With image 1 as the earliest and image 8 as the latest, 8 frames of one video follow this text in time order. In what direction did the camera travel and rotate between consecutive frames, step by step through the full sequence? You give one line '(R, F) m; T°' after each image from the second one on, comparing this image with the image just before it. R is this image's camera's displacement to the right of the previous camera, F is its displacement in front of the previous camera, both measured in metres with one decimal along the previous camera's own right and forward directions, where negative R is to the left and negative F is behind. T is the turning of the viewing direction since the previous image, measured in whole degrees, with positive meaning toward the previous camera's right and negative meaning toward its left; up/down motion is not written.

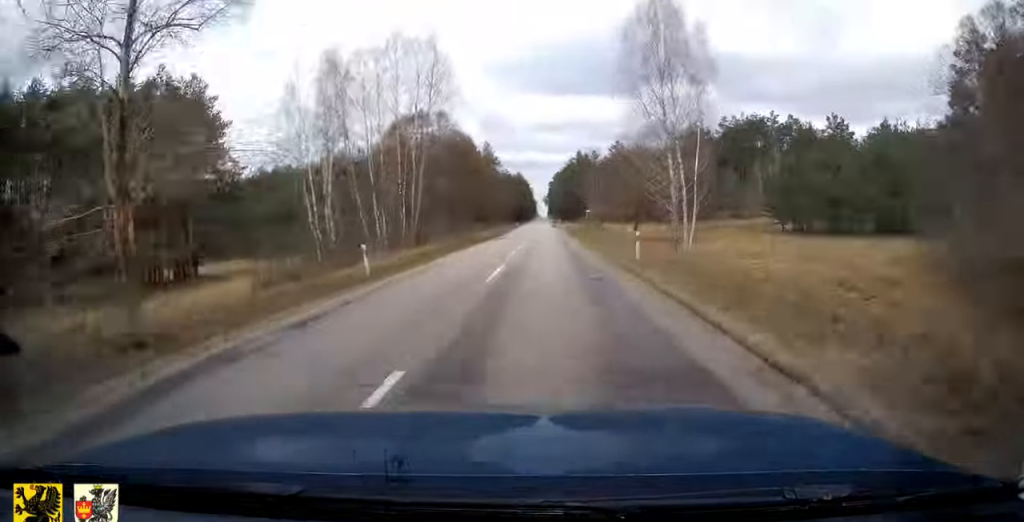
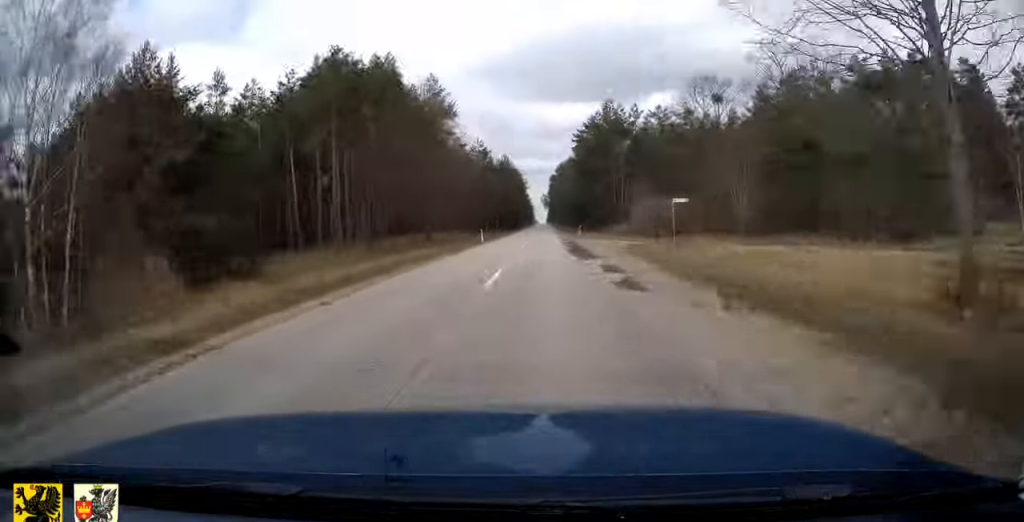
(0.0, +65.9) m; 0°
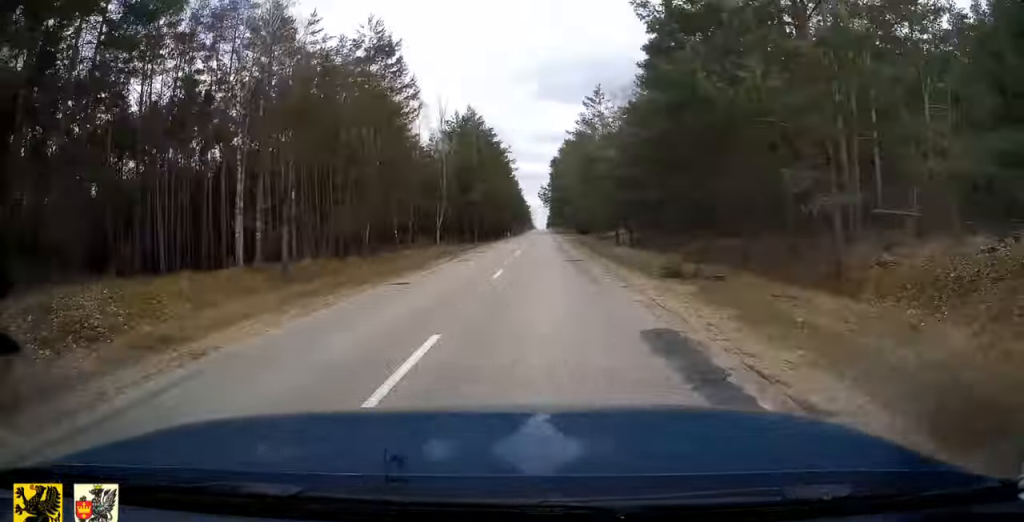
(+0.1, +59.6) m; 0°
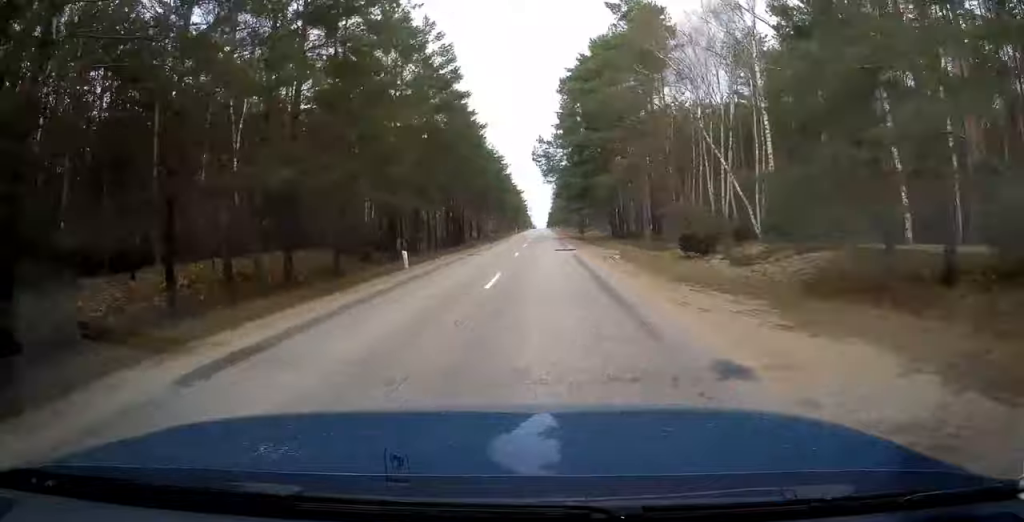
(-0.2, +66.9) m; 0°
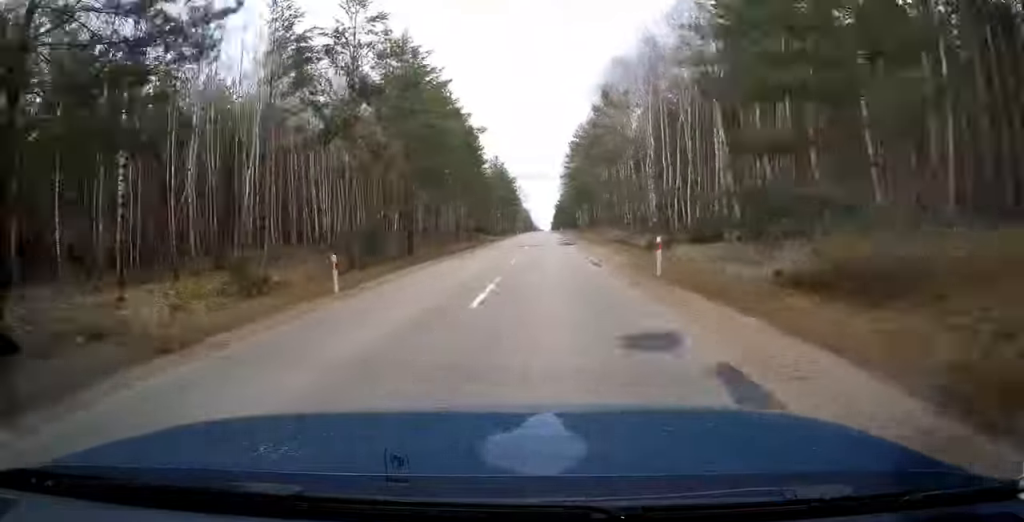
(+0.4, +104.7) m; 0°
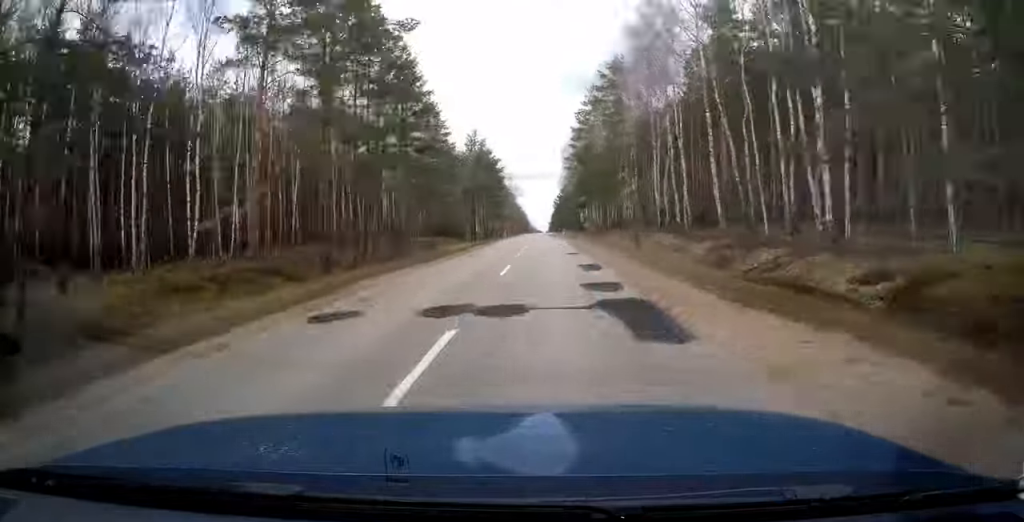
(-0.1, +31.6) m; 0°
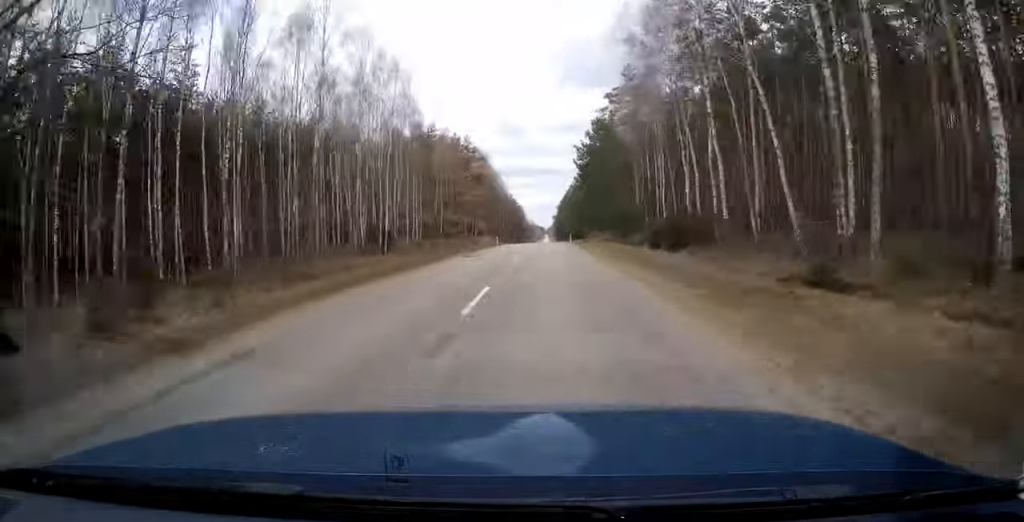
(0.0, +110.3) m; 0°
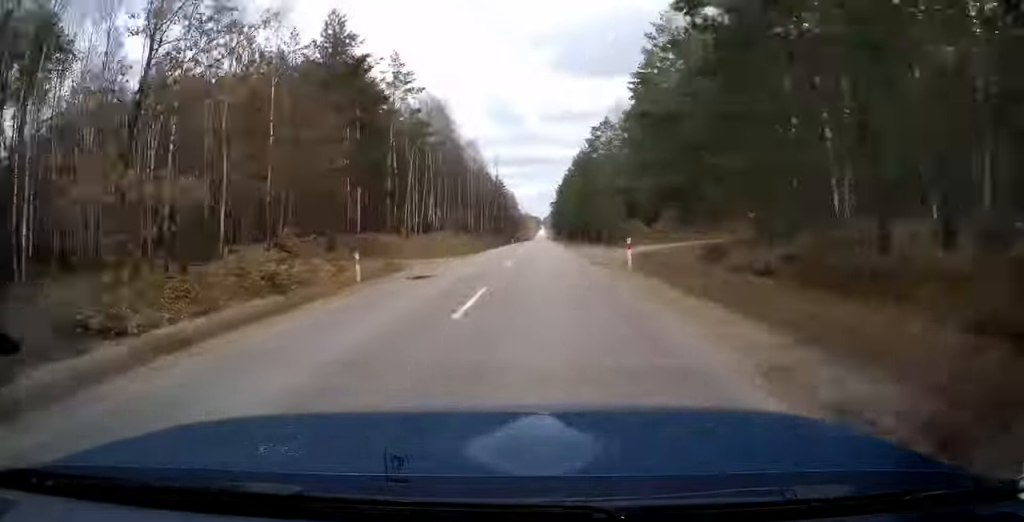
(0.0, +51.9) m; 0°
